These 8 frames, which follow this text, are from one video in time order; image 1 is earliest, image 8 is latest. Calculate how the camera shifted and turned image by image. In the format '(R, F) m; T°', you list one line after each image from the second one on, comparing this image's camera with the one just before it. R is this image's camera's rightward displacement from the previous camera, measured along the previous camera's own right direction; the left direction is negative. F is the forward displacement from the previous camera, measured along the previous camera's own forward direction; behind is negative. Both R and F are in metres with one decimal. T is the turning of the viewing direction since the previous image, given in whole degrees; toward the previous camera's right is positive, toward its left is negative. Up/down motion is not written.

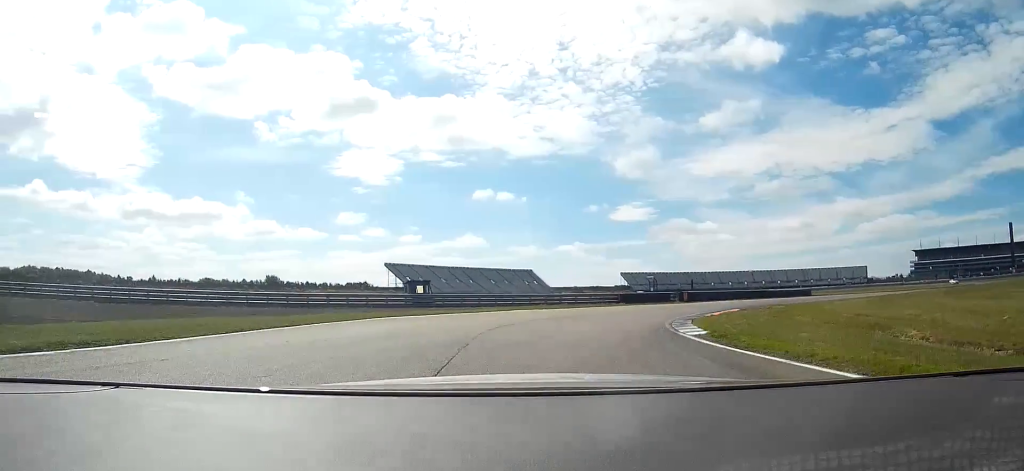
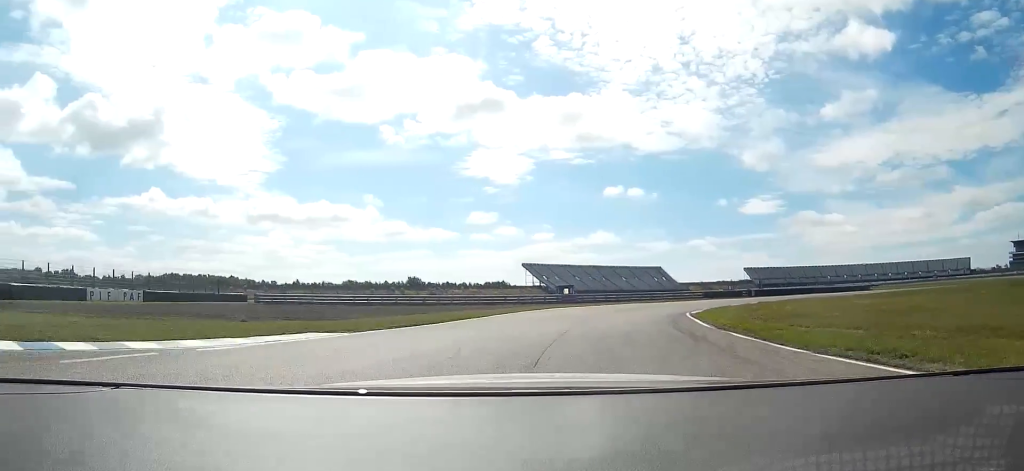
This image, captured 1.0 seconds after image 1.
(-3.9, +25.1) m; -15°
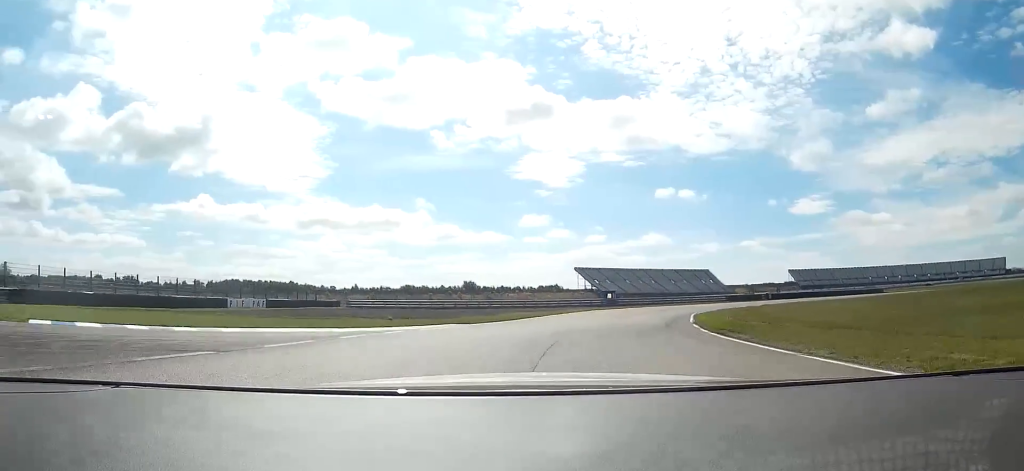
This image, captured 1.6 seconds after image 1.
(-1.0, +13.9) m; -6°
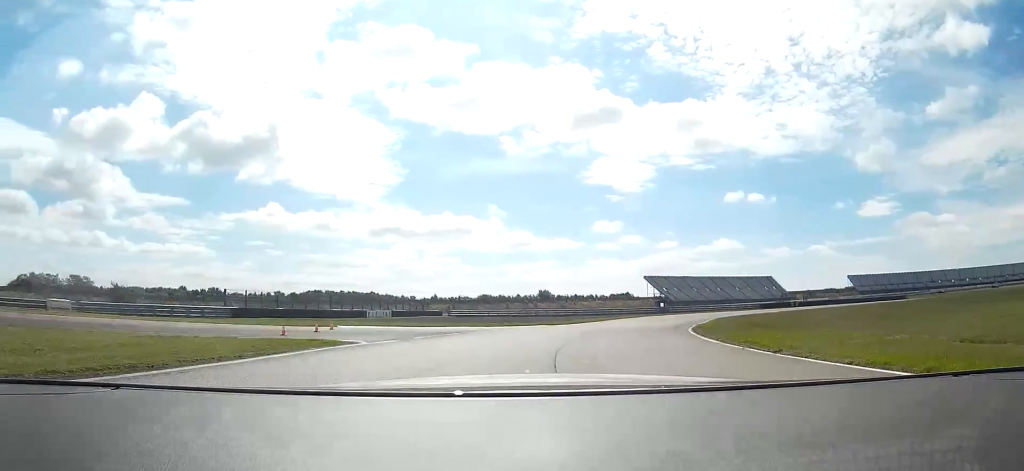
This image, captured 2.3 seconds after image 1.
(-0.8, +19.5) m; -8°
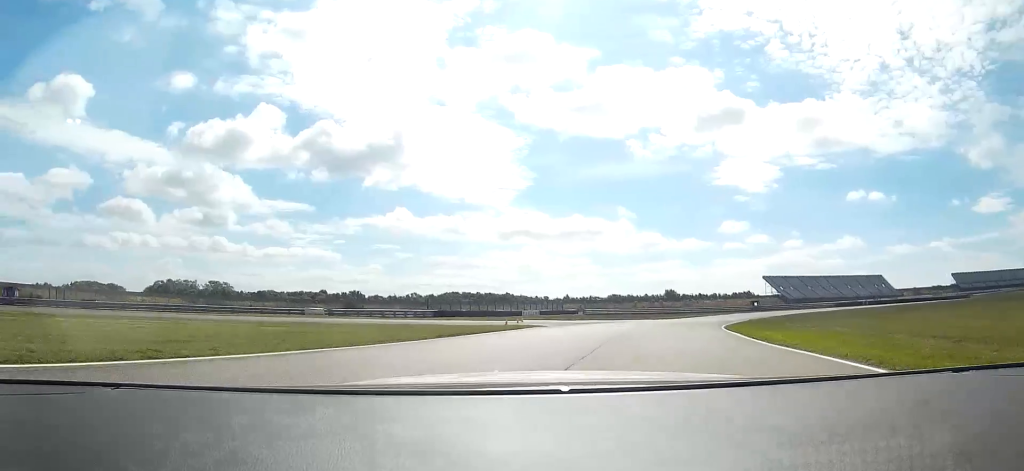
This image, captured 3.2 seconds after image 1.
(-2.0, +23.8) m; -12°
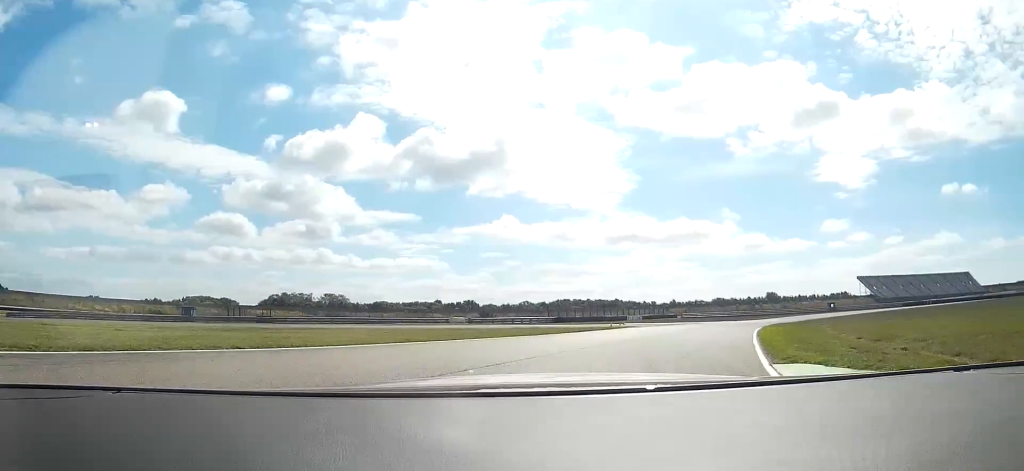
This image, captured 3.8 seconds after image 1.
(-2.1, +16.3) m; -10°
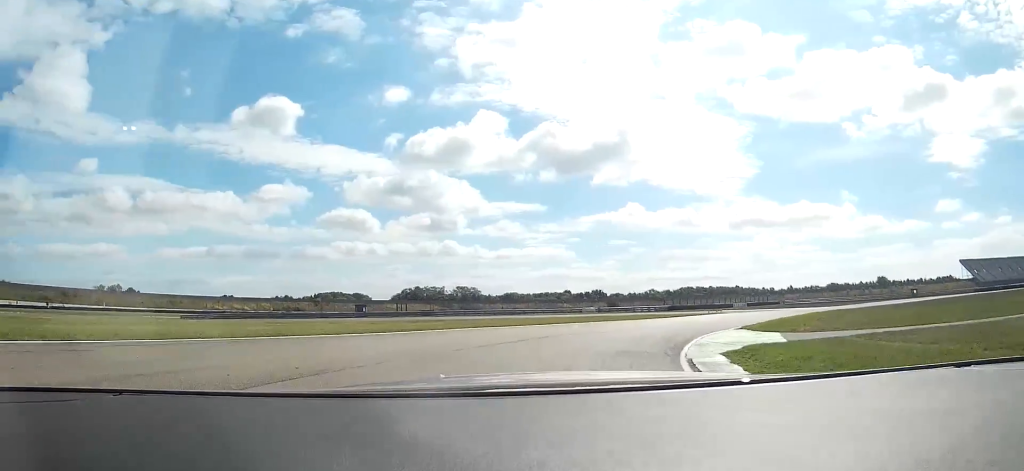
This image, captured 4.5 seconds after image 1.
(-1.7, +17.7) m; -12°
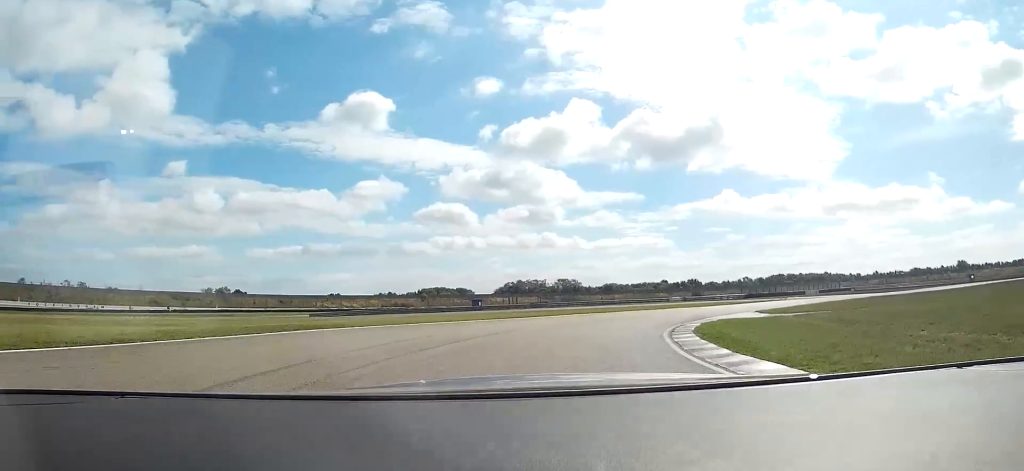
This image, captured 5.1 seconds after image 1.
(-1.0, +15.3) m; -10°
